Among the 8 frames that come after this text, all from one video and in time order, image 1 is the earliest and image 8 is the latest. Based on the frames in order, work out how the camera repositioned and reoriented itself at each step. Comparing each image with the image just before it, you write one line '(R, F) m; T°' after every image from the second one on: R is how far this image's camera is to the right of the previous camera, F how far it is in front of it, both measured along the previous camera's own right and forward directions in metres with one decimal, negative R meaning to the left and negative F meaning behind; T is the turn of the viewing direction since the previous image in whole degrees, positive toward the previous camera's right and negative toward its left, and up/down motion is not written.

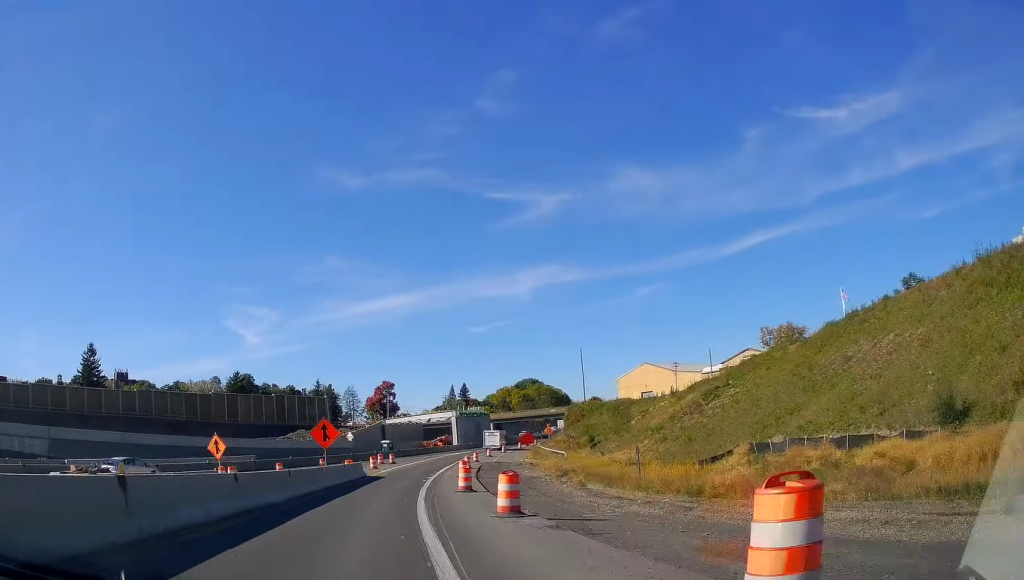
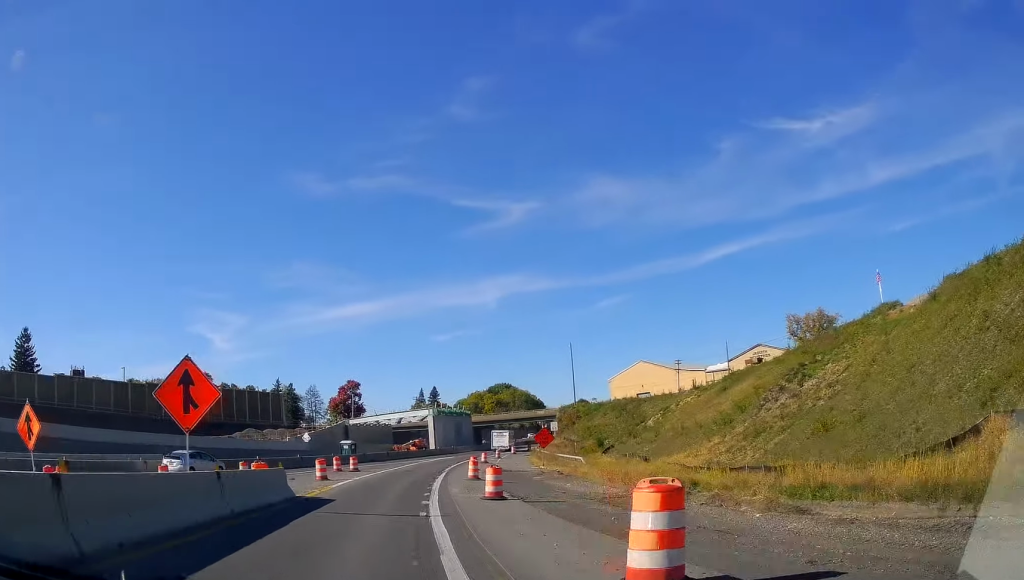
(+0.4, +19.8) m; +1°
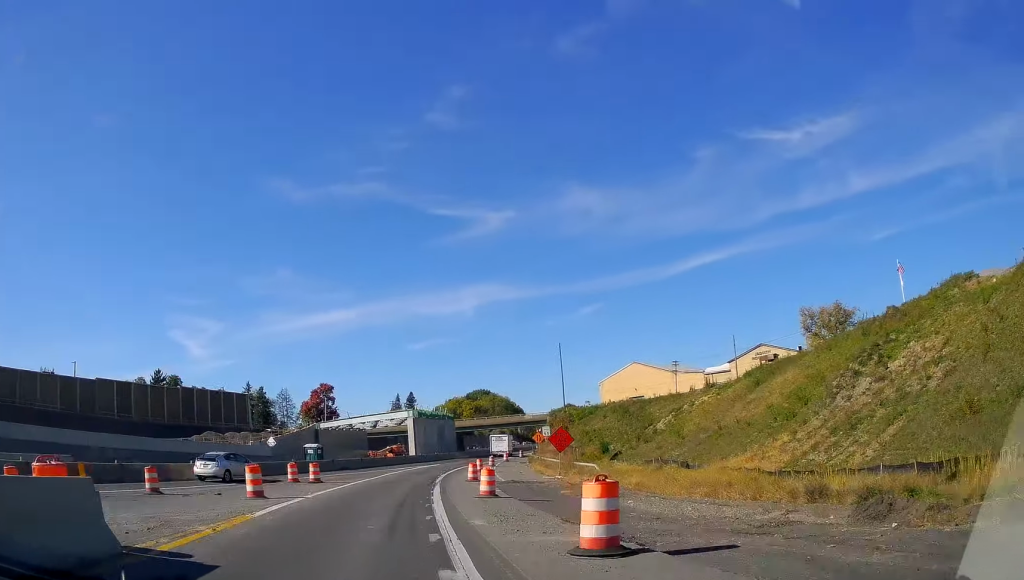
(+0.1, +11.2) m; 0°
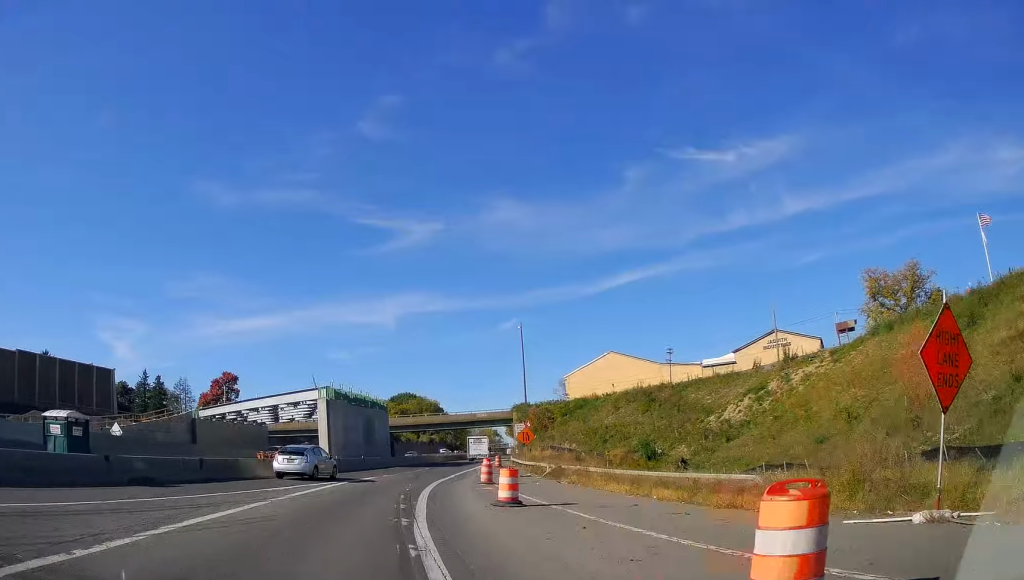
(0.0, +33.5) m; +3°
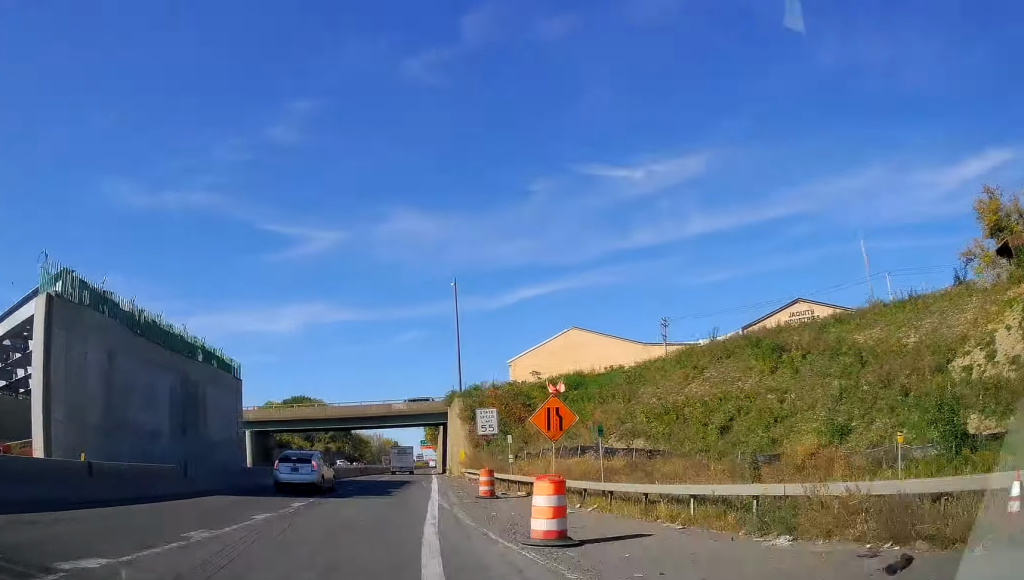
(+2.9, +34.8) m; +8°
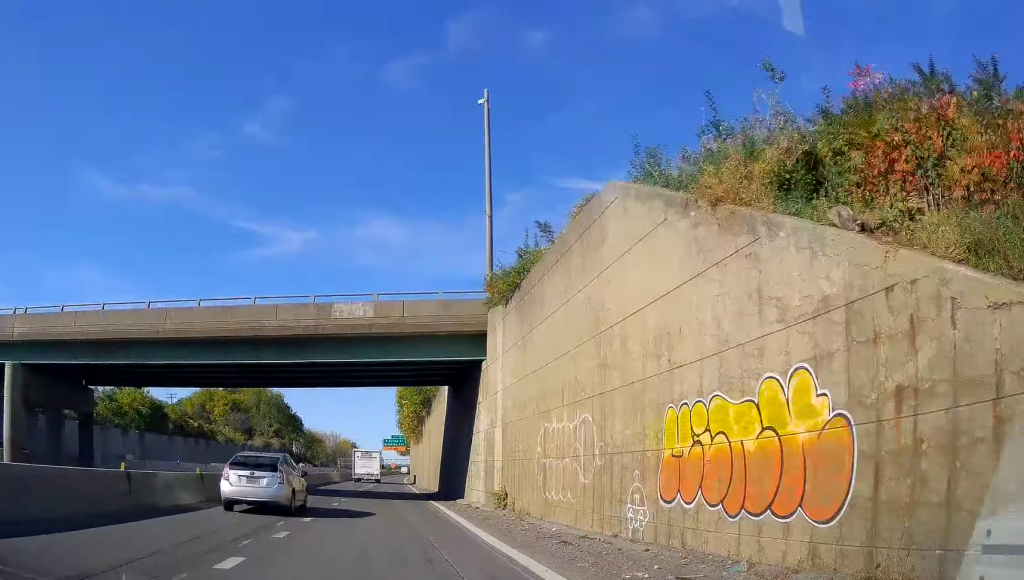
(+2.3, +42.2) m; +7°
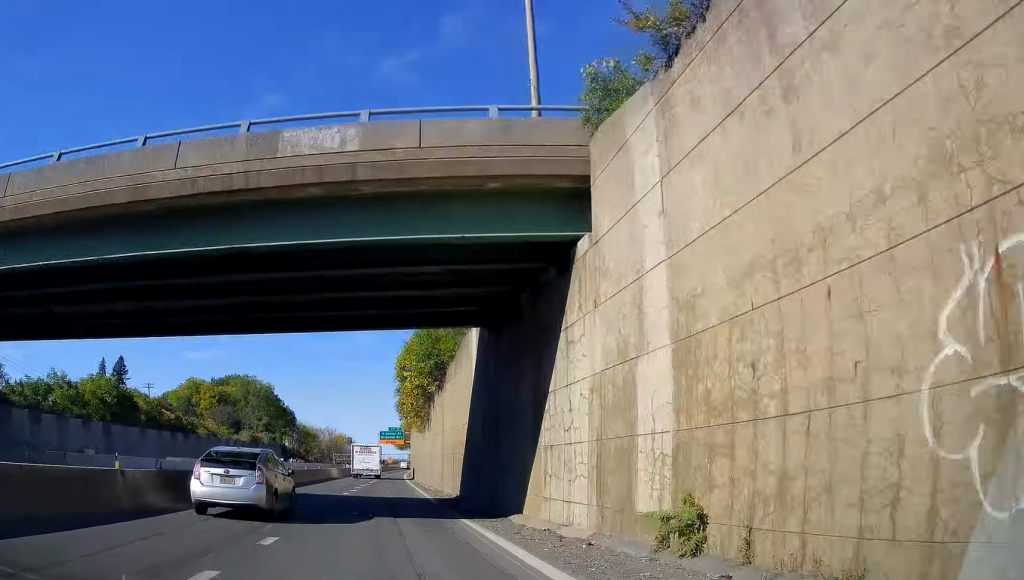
(+0.2, +12.8) m; +2°
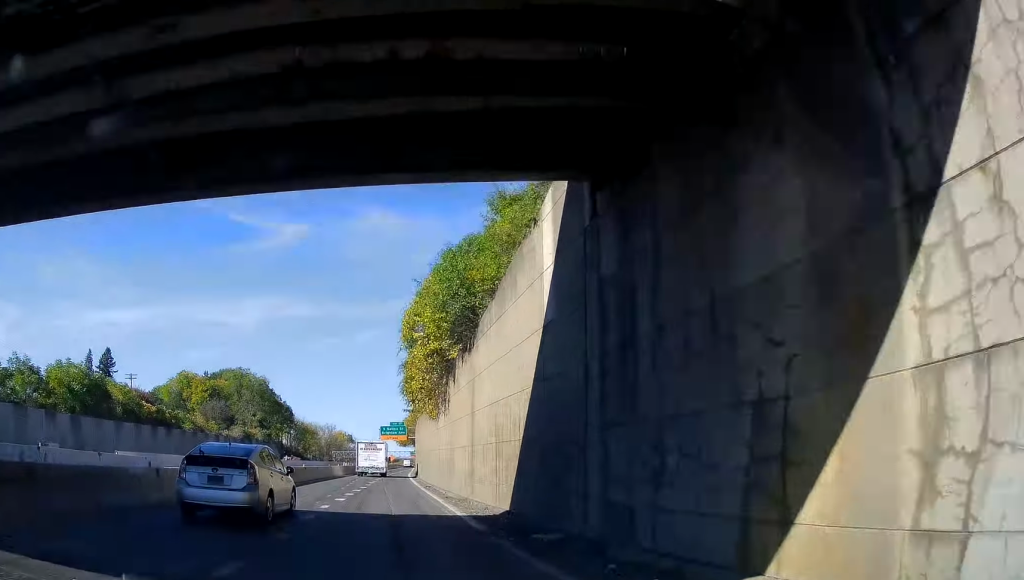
(0.0, +11.3) m; +1°
